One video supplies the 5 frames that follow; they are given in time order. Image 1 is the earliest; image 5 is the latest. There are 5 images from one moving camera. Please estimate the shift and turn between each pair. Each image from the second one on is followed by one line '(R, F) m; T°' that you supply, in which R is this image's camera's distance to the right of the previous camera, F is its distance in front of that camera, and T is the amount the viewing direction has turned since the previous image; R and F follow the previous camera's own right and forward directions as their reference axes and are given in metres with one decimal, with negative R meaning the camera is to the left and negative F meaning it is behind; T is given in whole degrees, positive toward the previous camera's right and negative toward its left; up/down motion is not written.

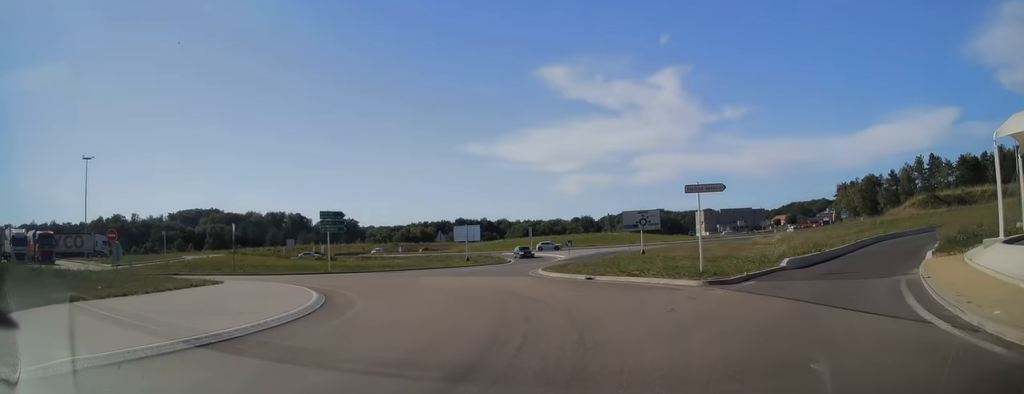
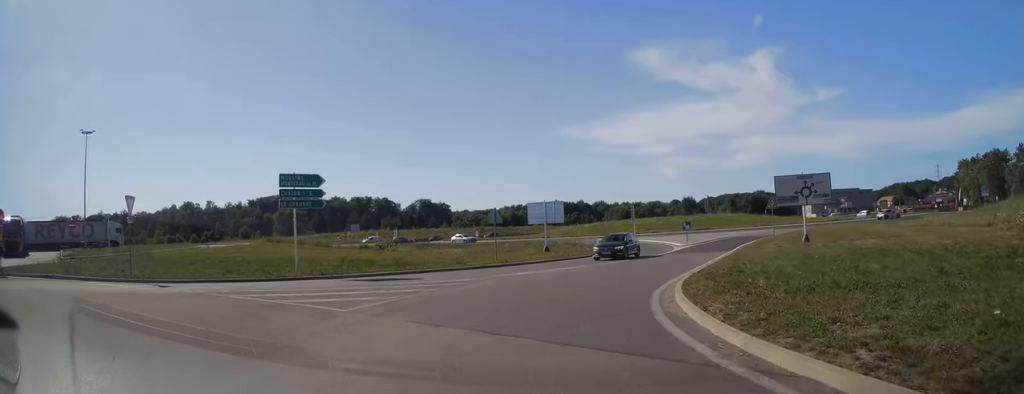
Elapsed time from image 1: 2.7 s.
(-0.3, +21.0) m; -3°
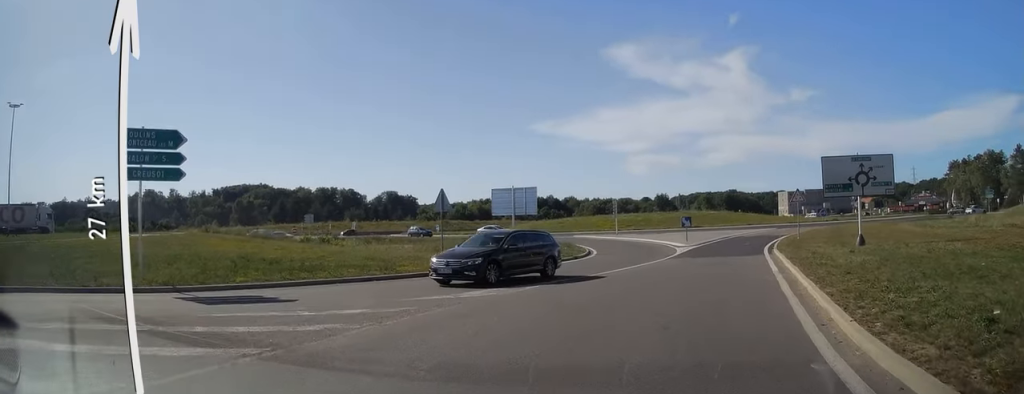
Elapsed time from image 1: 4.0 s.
(+0.2, +8.2) m; +6°
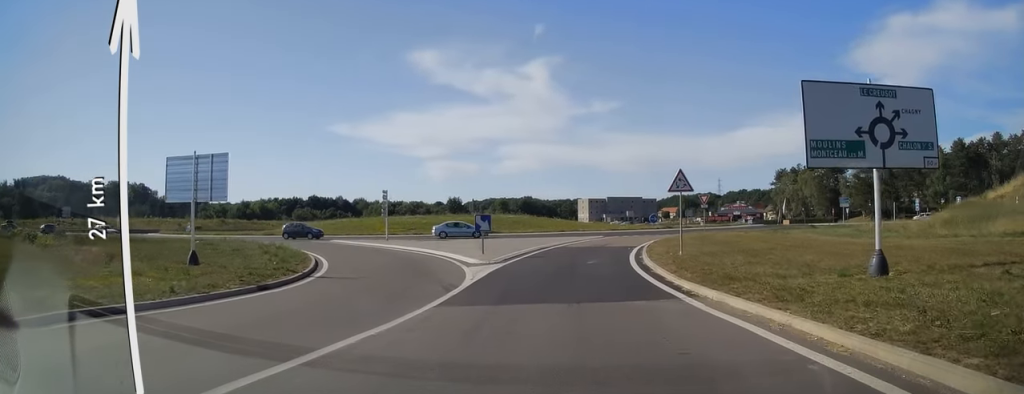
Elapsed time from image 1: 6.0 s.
(+1.3, +11.4) m; +13°
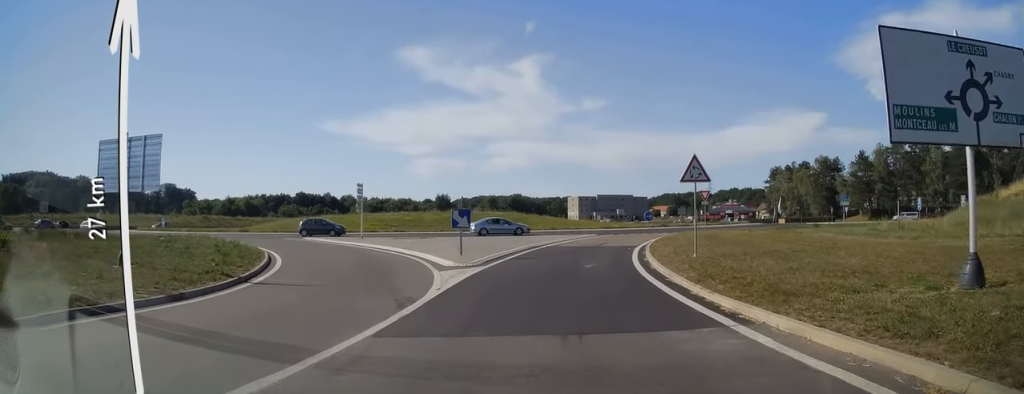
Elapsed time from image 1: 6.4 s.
(+0.1, +2.1) m; +2°
